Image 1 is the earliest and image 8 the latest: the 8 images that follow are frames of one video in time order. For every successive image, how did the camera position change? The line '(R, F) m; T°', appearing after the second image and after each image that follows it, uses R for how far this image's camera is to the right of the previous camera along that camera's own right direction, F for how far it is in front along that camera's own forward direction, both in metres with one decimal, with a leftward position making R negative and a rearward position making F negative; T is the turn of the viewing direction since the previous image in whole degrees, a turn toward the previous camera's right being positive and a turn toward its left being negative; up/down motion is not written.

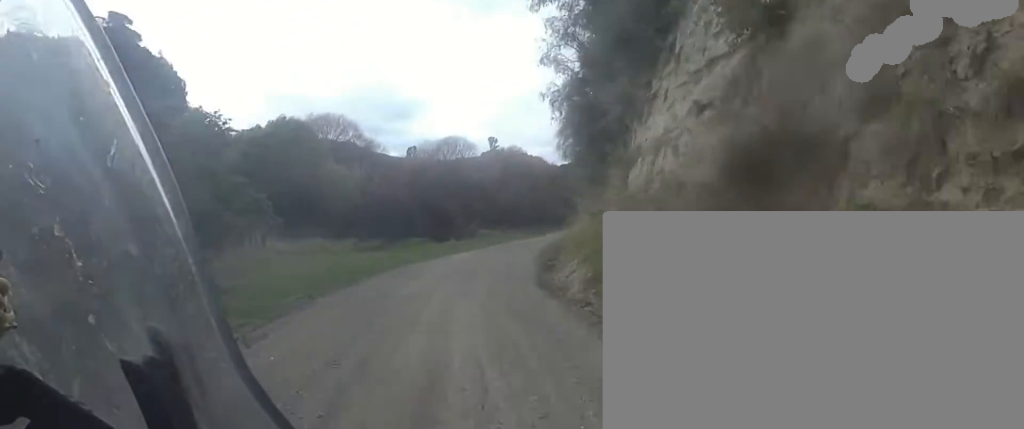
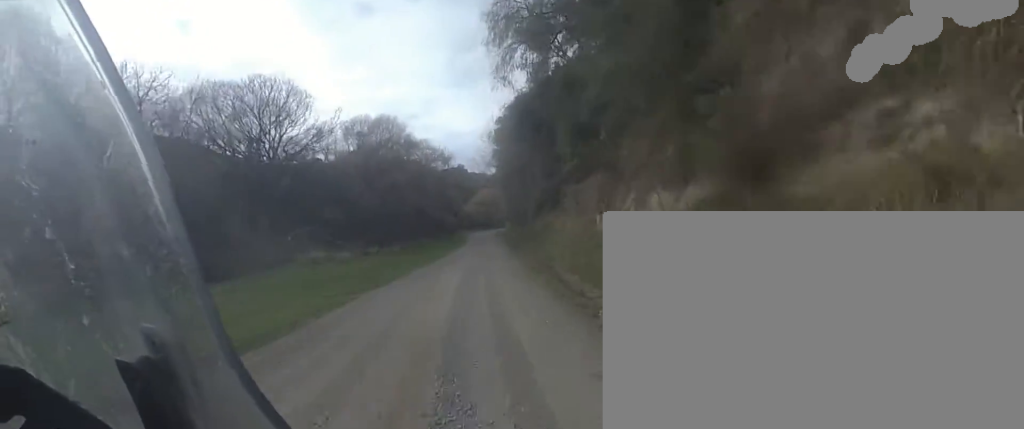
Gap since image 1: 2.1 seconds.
(+2.4, +31.1) m; +14°
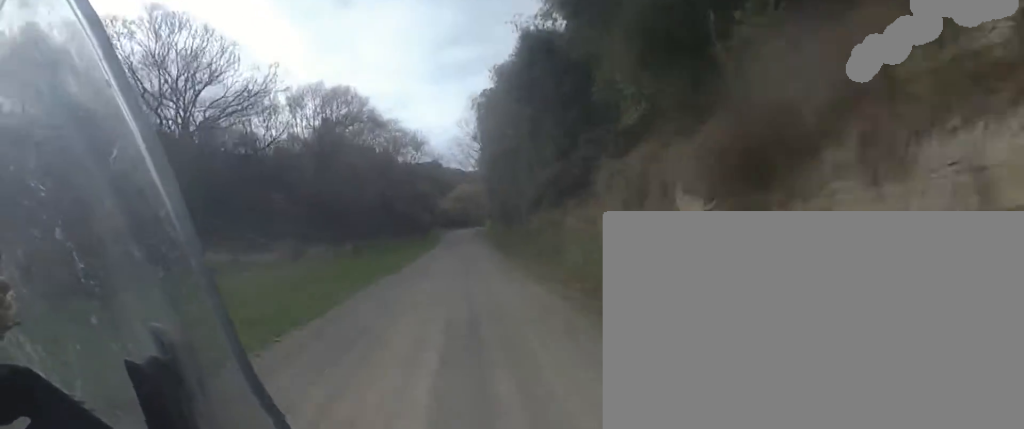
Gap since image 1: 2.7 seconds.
(+0.5, +9.3) m; +3°
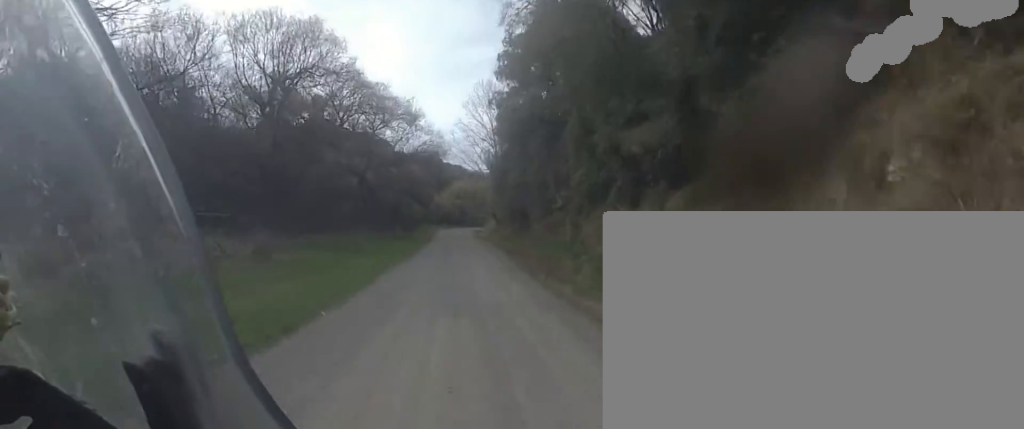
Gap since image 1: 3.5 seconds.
(+0.1, +13.3) m; 0°
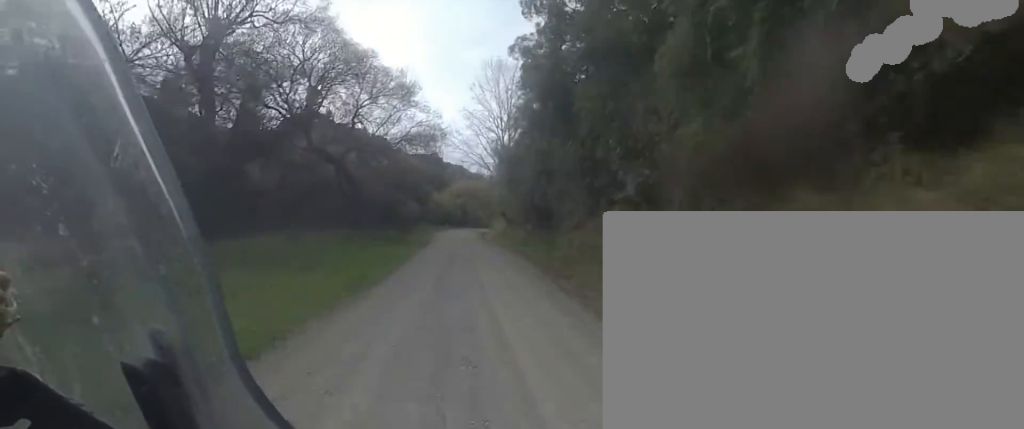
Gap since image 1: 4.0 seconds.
(0.0, +9.1) m; -1°
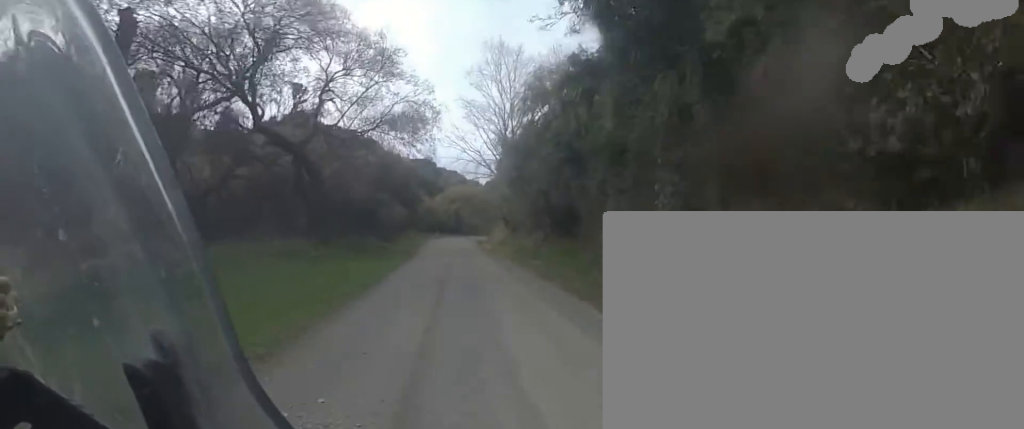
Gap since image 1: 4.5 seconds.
(+0.1, +8.0) m; -2°
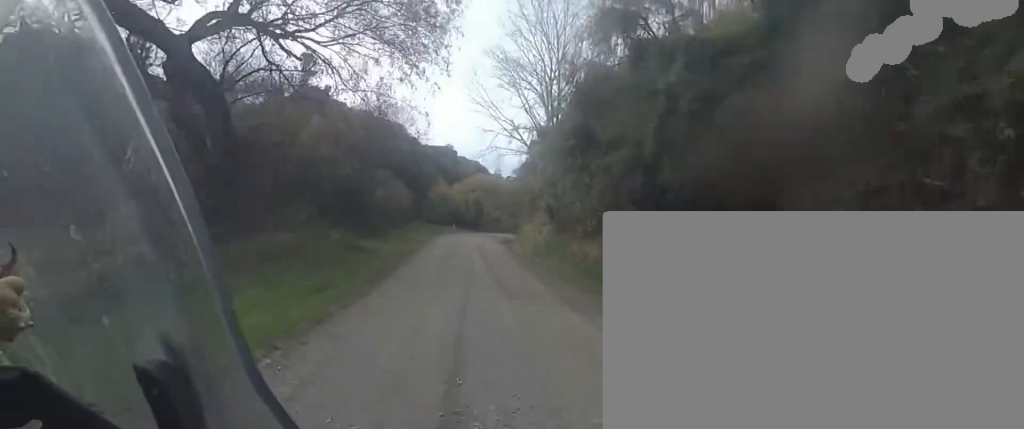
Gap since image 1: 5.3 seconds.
(-0.6, +13.5) m; -1°
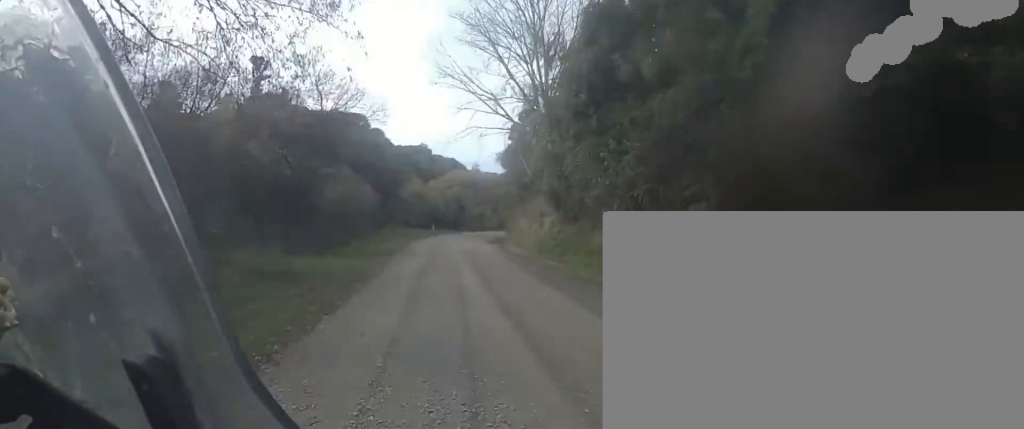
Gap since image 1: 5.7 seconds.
(-0.5, +6.9) m; 0°
